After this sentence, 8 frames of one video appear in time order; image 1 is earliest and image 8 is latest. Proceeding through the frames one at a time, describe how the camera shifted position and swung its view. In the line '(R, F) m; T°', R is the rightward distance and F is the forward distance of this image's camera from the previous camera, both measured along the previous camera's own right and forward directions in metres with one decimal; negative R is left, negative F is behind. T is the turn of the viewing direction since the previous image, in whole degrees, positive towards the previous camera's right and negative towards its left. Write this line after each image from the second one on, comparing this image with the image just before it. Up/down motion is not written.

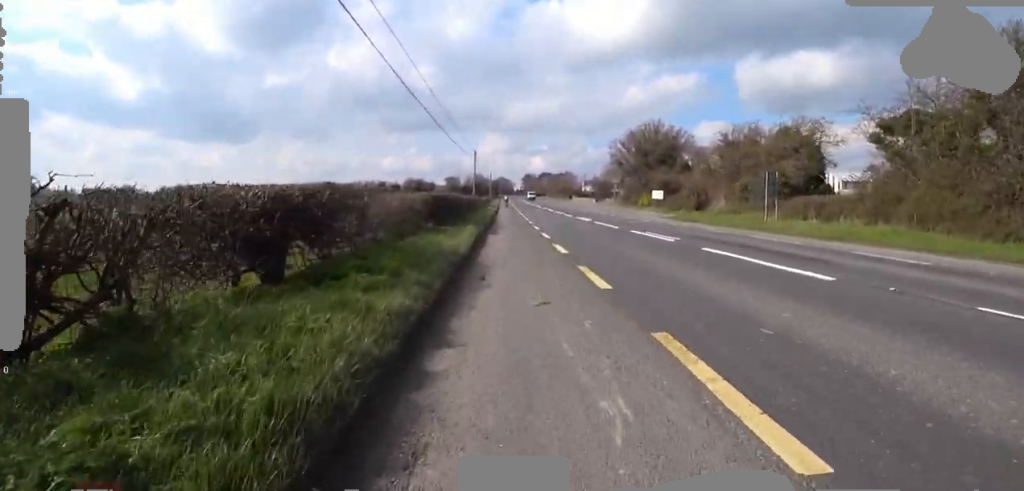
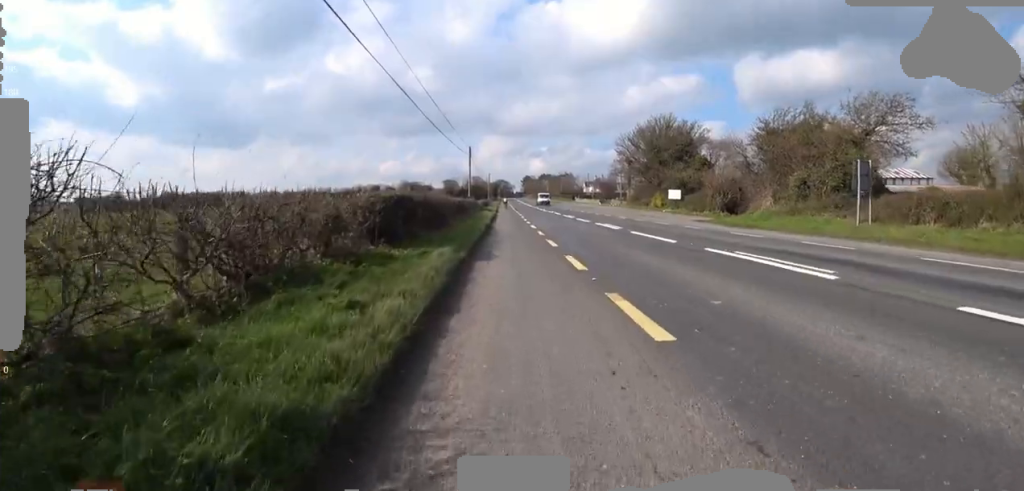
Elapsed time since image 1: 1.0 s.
(0.0, +5.7) m; 0°
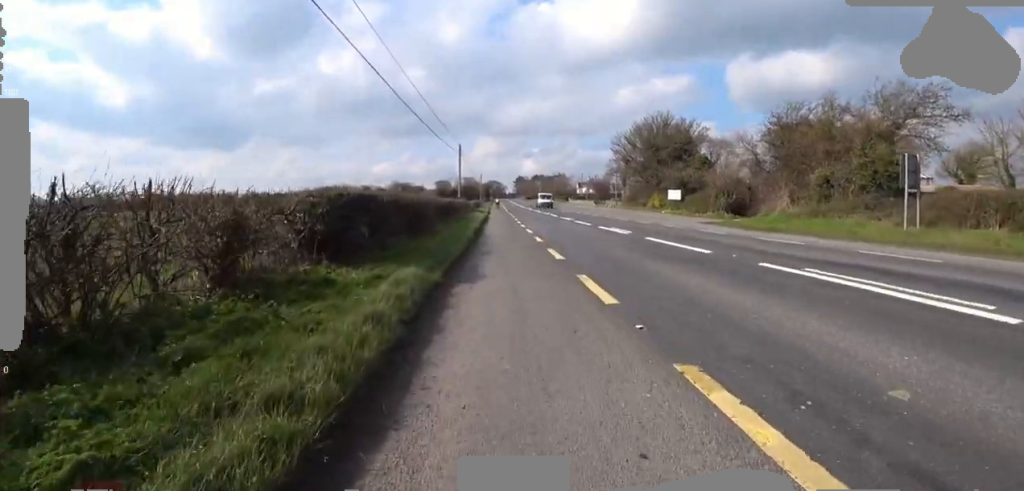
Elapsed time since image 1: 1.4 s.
(0.0, +2.4) m; 0°
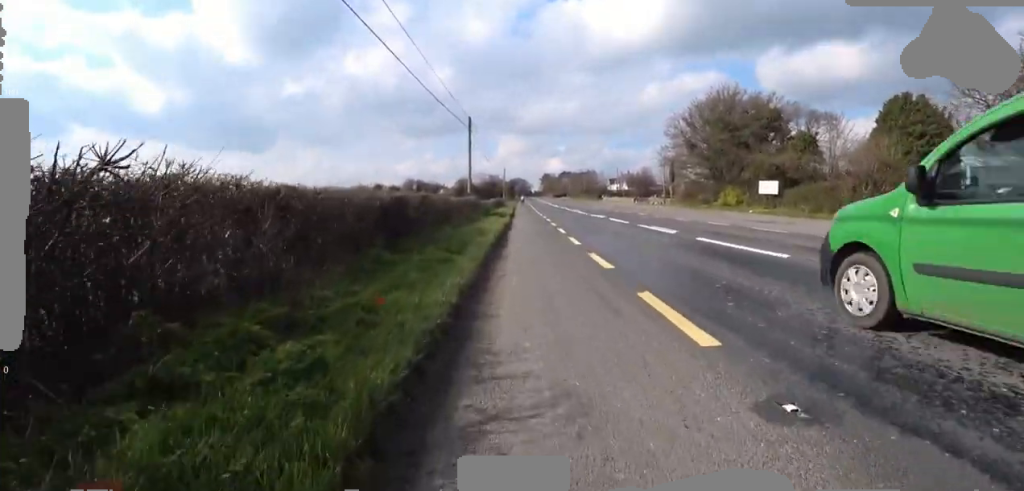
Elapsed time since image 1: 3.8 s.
(0.0, +13.0) m; 0°
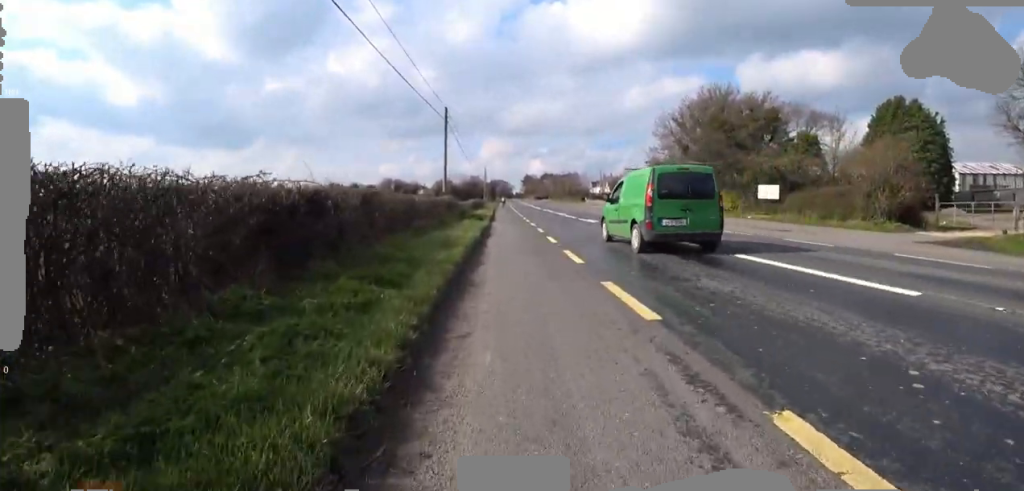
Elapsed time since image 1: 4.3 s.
(0.0, +2.9) m; 0°
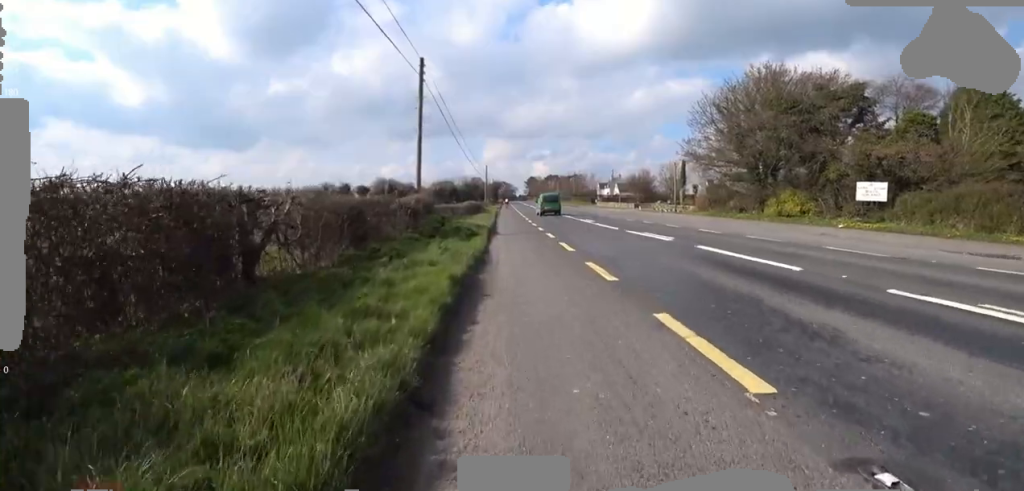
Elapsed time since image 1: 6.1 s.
(0.0, +8.9) m; 0°
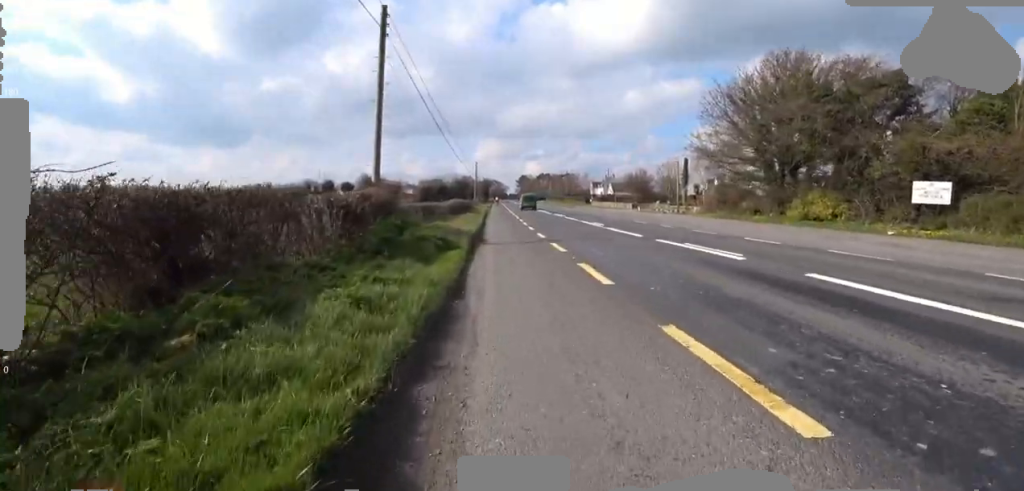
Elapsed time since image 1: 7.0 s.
(0.0, +4.1) m; 0°
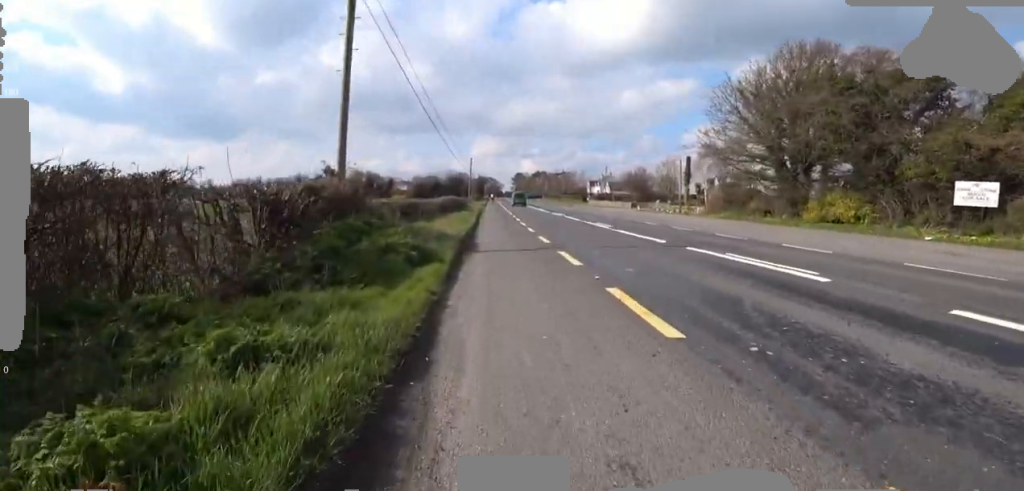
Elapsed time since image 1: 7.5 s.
(0.0, +2.3) m; 0°
